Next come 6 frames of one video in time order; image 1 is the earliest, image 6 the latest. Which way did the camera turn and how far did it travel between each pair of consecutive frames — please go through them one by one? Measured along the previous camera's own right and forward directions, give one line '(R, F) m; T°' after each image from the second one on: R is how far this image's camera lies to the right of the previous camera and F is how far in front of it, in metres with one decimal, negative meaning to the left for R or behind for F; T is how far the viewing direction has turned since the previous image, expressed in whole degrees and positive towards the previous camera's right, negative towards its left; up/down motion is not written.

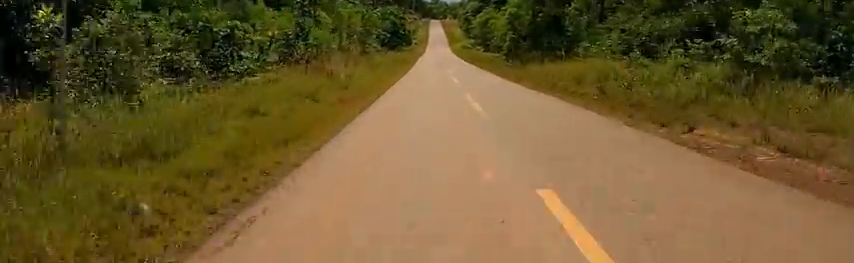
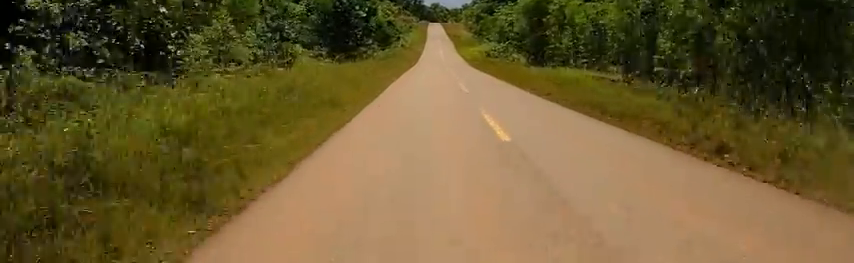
(0.0, +35.4) m; +1°
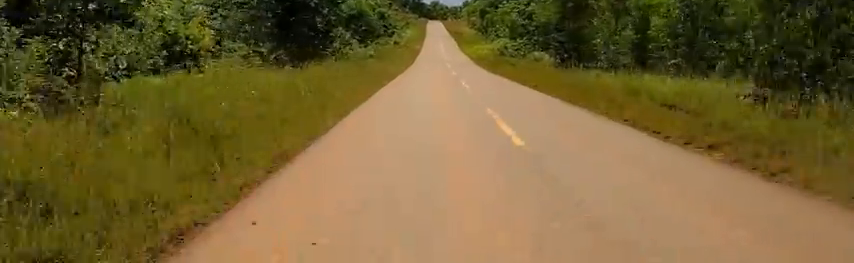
(+0.1, +9.1) m; 0°
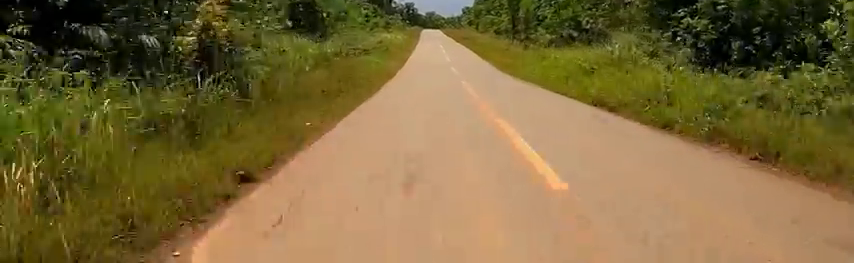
(-0.3, +33.6) m; 0°
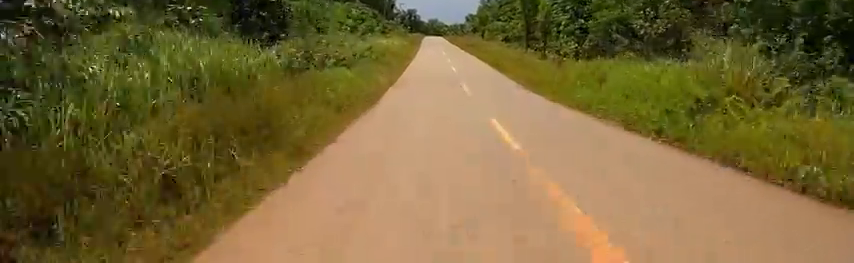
(-0.1, +5.8) m; +2°
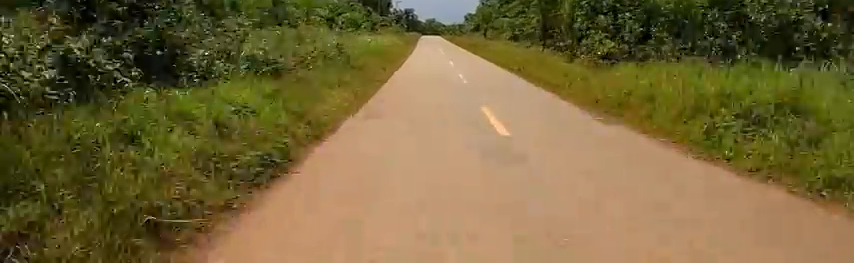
(-0.2, +7.3) m; +2°
